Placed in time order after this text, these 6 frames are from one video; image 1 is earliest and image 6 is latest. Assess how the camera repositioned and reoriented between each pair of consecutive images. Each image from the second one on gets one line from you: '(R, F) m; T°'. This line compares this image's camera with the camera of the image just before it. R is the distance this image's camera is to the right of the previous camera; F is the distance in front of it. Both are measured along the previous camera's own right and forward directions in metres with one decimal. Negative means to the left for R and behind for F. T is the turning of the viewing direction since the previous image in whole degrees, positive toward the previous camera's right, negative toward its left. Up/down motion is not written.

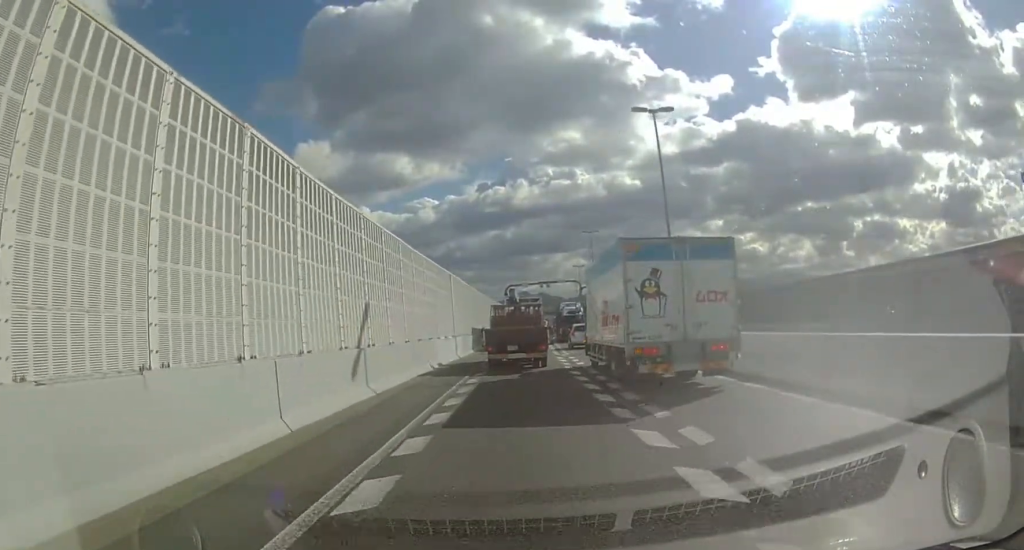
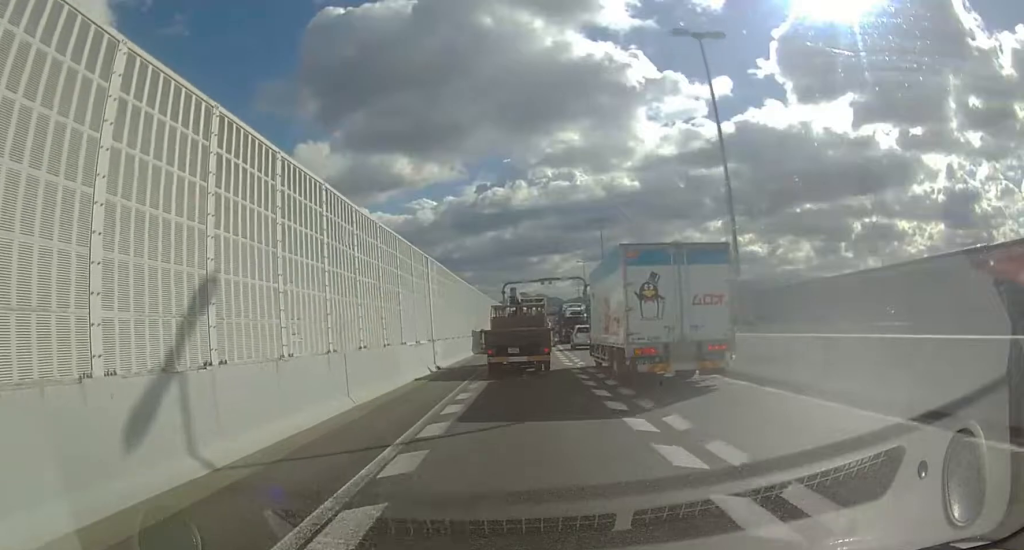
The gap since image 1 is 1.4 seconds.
(+0.2, +7.4) m; +2°
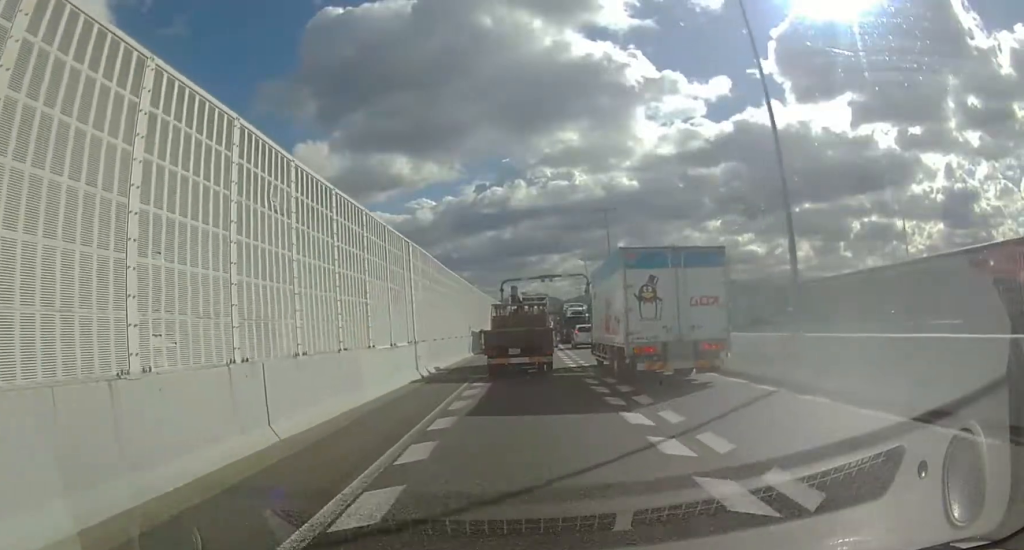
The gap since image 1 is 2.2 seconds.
(0.0, +3.6) m; -1°
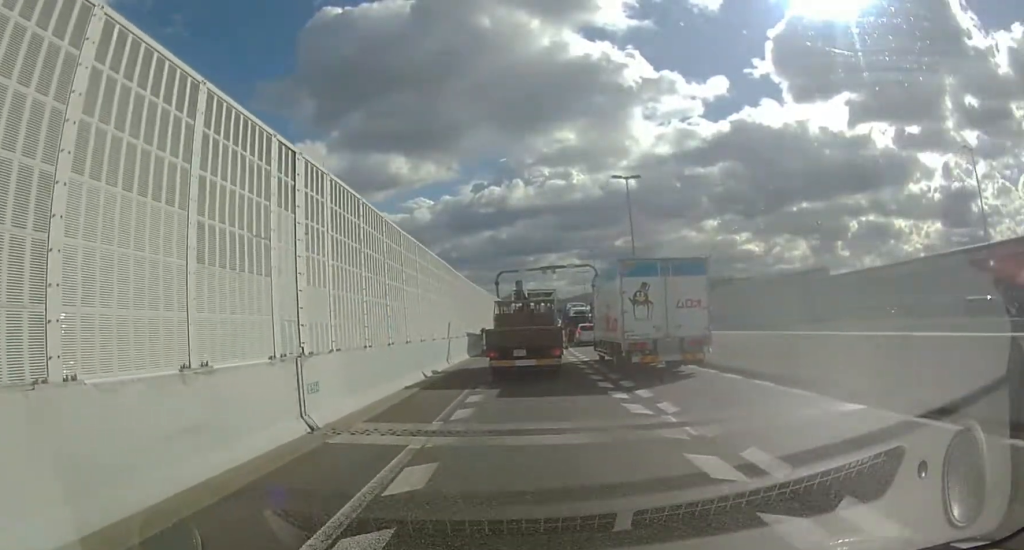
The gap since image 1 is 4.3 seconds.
(-0.4, +8.9) m; -2°
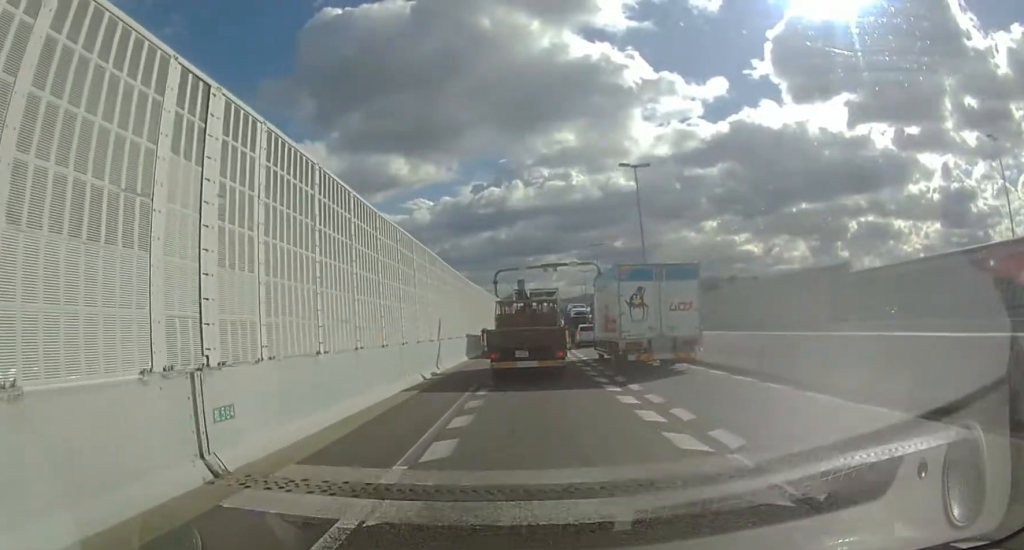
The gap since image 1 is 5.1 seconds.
(+0.1, +2.8) m; +2°
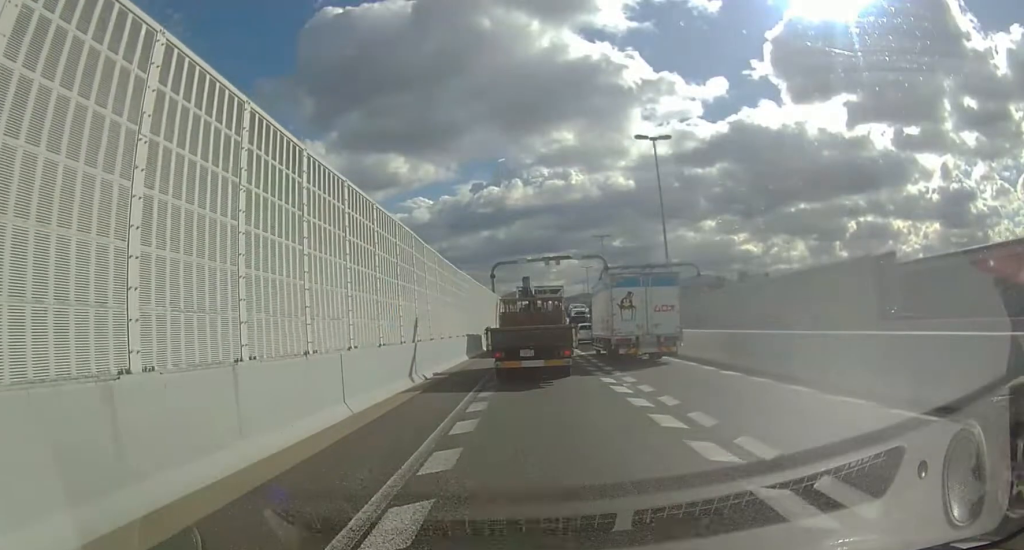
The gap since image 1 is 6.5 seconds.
(0.0, +5.1) m; -1°
